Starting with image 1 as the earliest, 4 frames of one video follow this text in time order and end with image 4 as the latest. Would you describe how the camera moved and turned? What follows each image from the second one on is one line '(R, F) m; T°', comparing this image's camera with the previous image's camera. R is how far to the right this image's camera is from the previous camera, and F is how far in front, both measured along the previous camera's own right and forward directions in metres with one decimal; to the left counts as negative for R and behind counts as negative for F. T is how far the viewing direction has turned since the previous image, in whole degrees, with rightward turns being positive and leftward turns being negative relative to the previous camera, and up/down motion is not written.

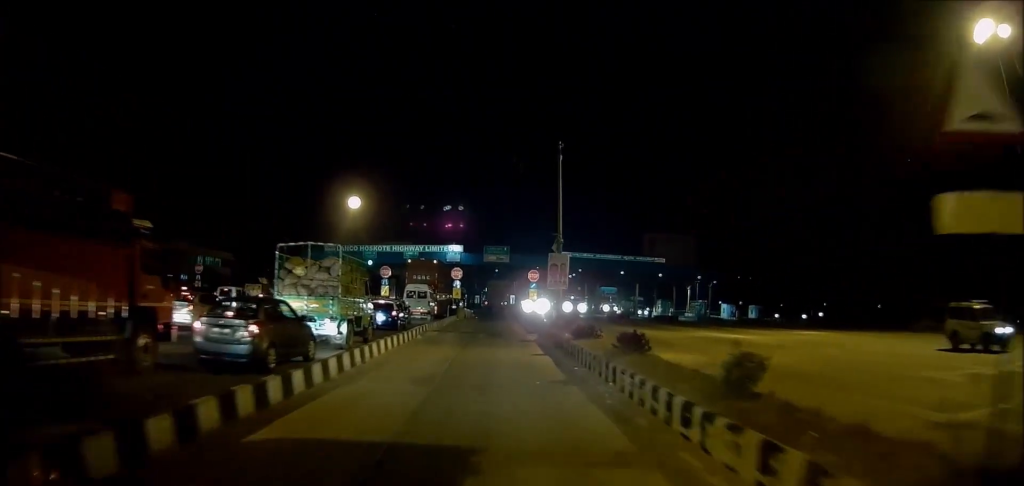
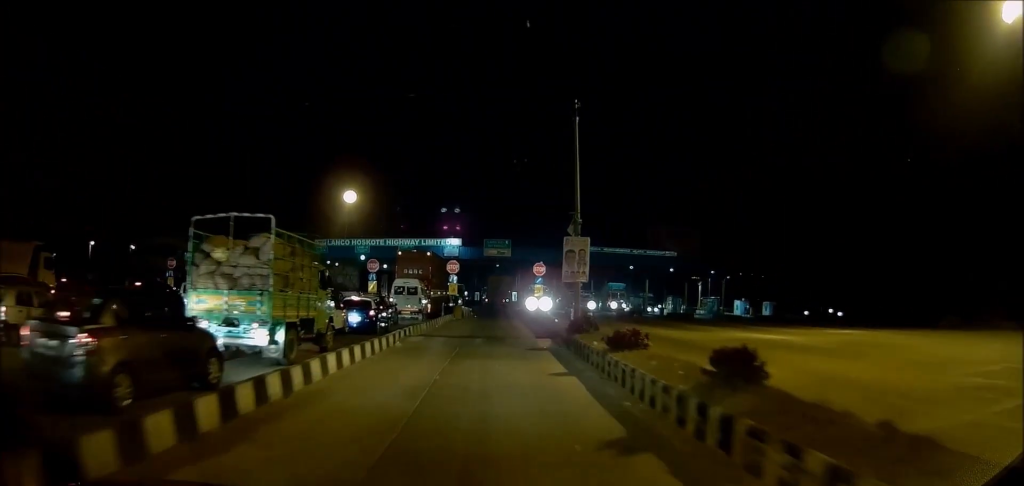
(0.0, +5.2) m; -2°
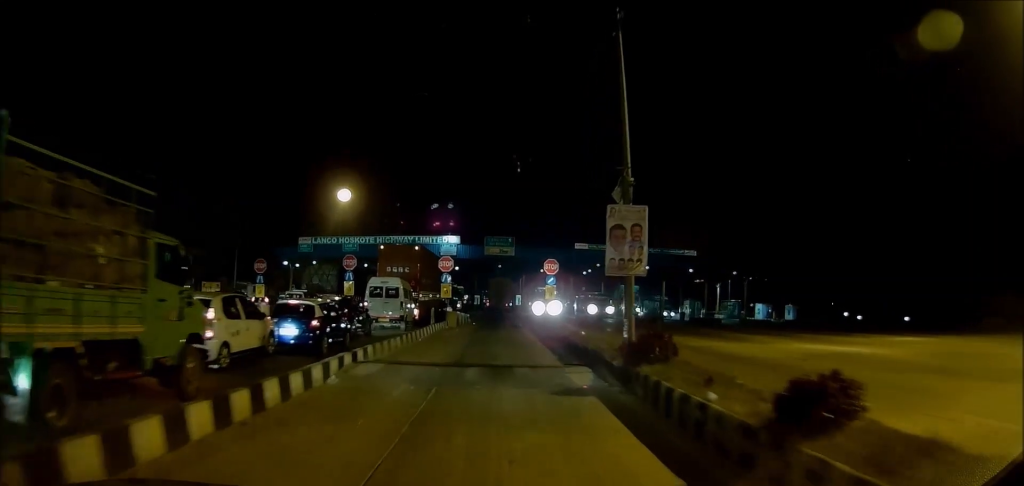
(-0.2, +7.9) m; +2°
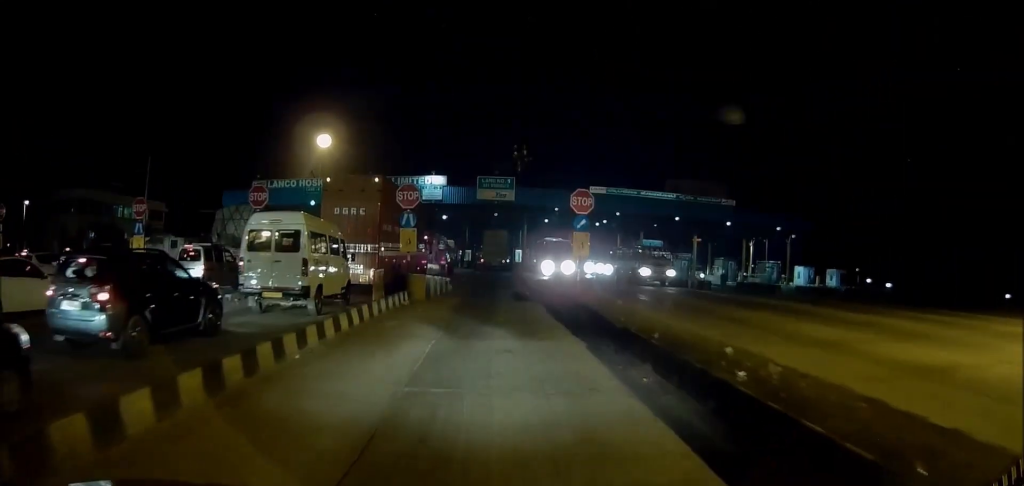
(+0.4, +15.3) m; 0°
